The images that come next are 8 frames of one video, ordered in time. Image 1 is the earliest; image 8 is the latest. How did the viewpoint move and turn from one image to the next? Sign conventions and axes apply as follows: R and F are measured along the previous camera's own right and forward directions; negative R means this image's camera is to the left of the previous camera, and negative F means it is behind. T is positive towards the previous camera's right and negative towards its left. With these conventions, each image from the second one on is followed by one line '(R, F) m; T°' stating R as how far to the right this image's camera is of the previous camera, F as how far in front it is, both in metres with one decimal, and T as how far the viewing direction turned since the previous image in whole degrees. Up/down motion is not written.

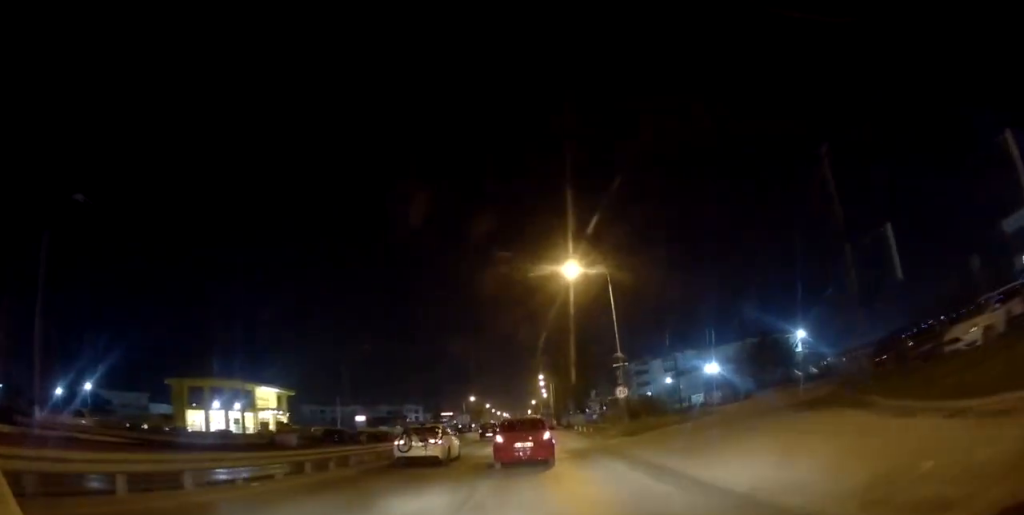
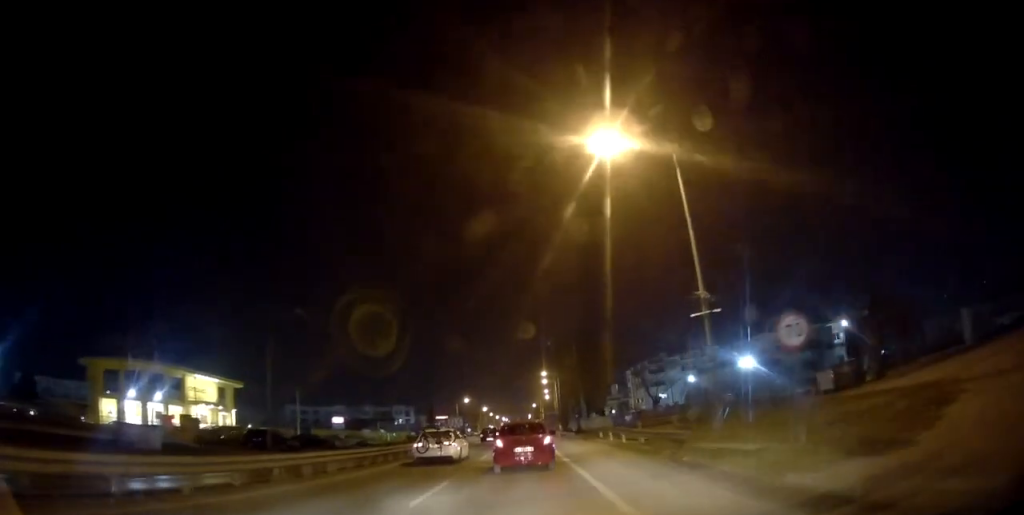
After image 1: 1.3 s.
(+0.4, +18.7) m; +2°
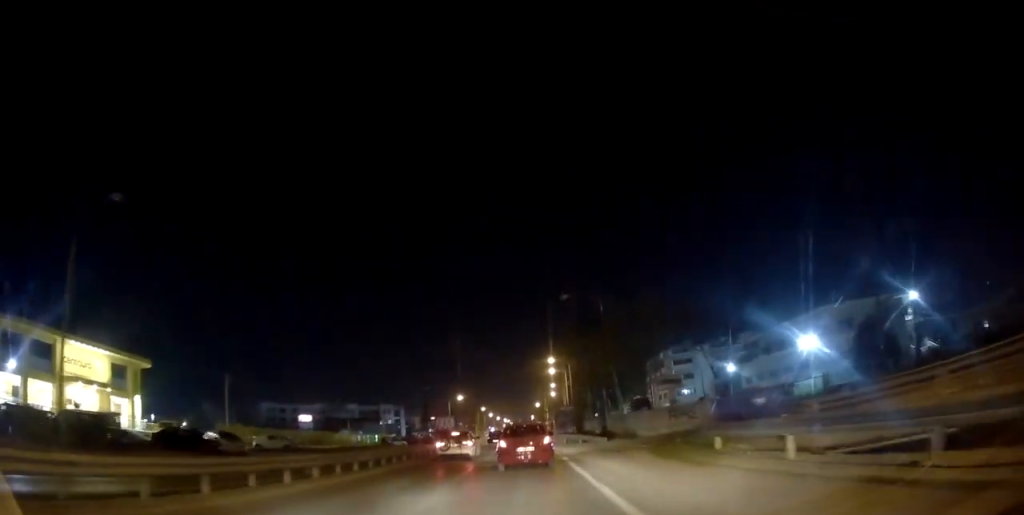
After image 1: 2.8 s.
(+0.2, +21.3) m; 0°
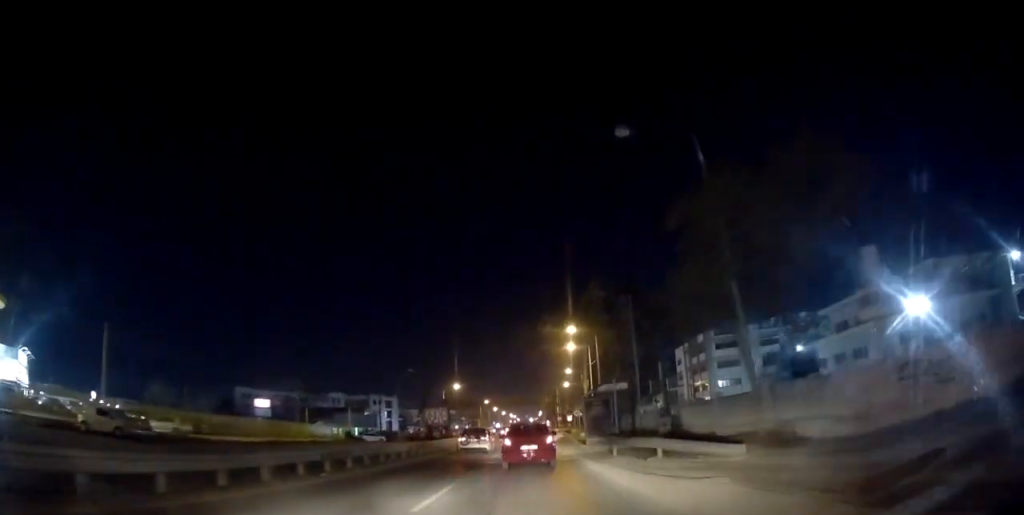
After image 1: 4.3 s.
(-0.6, +21.3) m; -4°
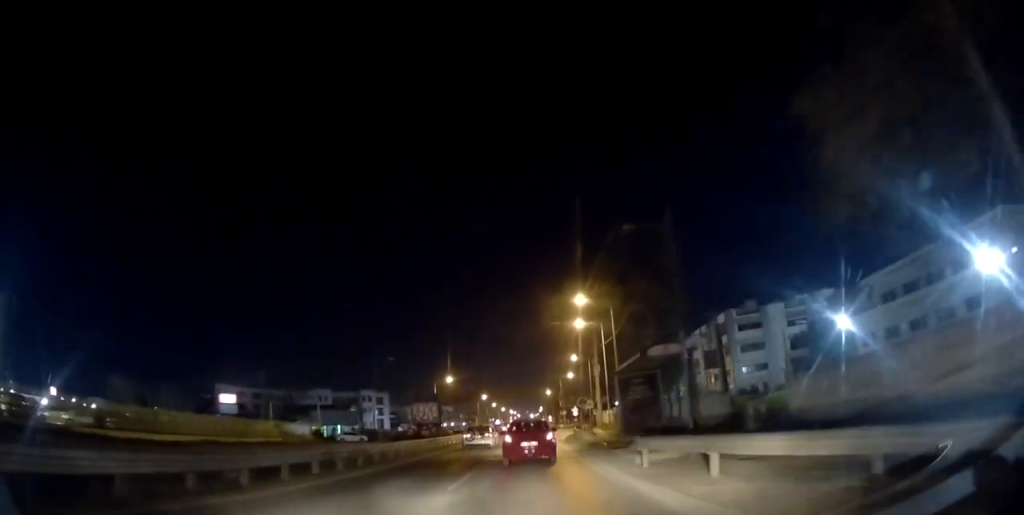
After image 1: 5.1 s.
(-0.3, +11.0) m; -1°
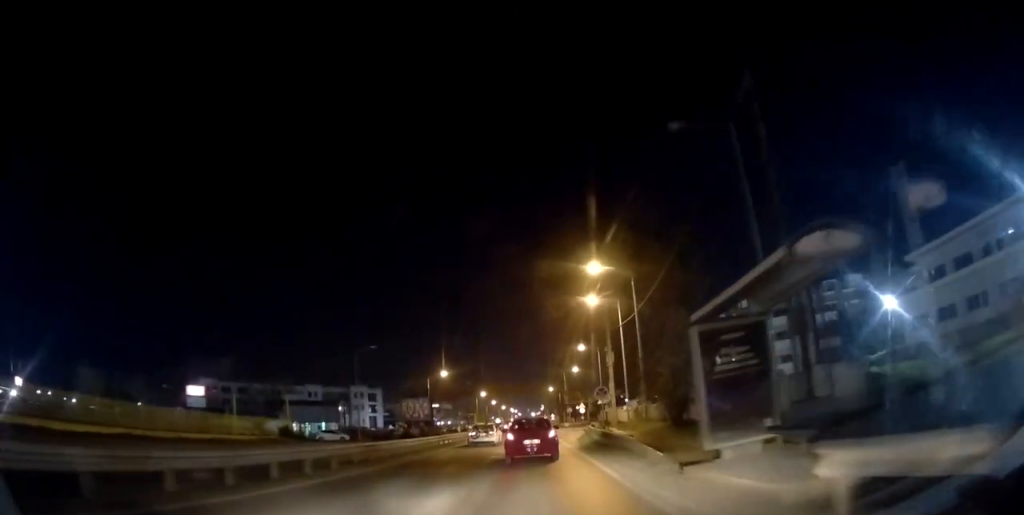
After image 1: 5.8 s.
(-0.2, +8.7) m; 0°
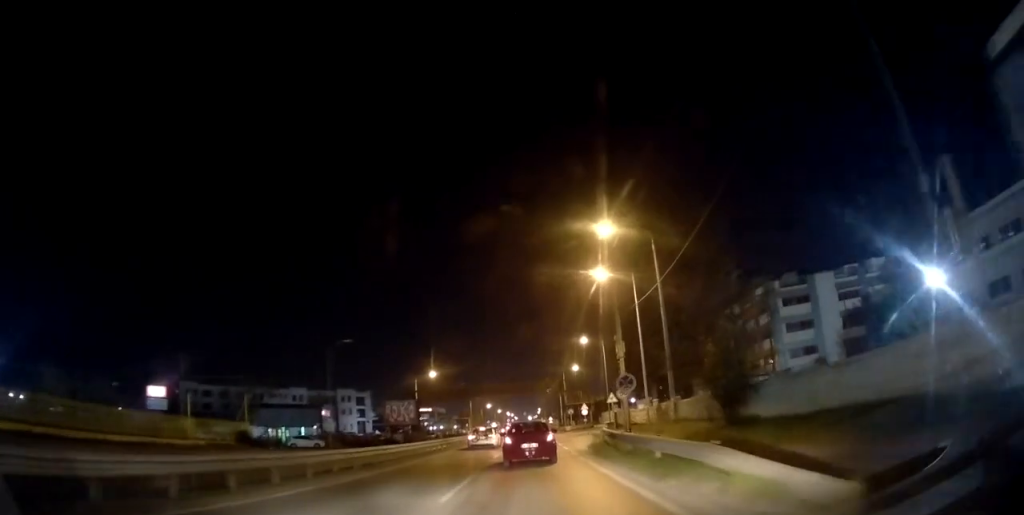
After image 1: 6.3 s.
(+0.2, +8.0) m; +1°
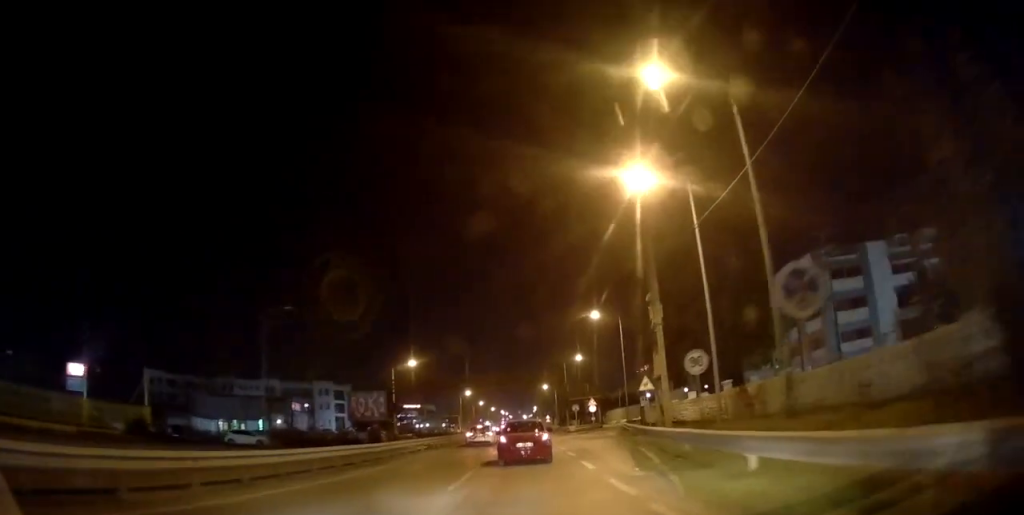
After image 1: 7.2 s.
(+0.1, +12.8) m; +1°
